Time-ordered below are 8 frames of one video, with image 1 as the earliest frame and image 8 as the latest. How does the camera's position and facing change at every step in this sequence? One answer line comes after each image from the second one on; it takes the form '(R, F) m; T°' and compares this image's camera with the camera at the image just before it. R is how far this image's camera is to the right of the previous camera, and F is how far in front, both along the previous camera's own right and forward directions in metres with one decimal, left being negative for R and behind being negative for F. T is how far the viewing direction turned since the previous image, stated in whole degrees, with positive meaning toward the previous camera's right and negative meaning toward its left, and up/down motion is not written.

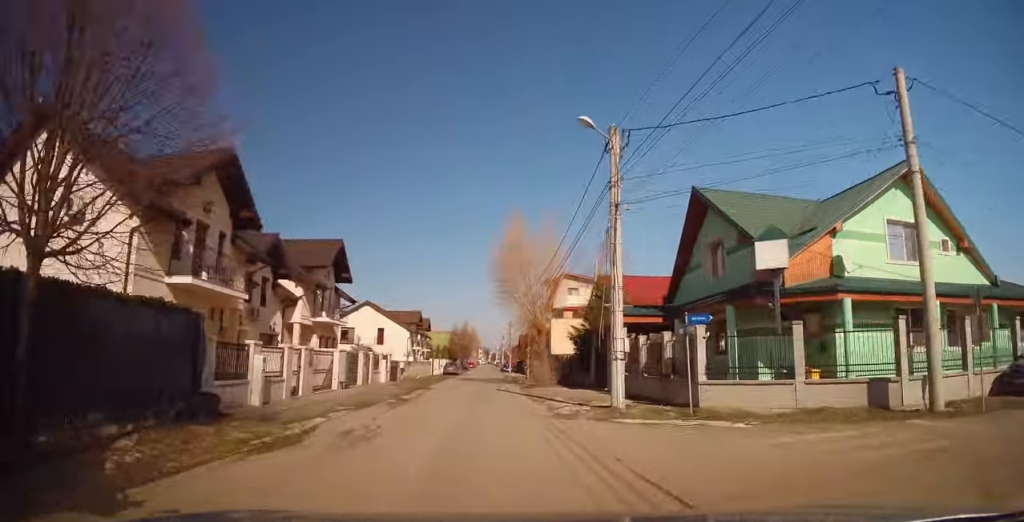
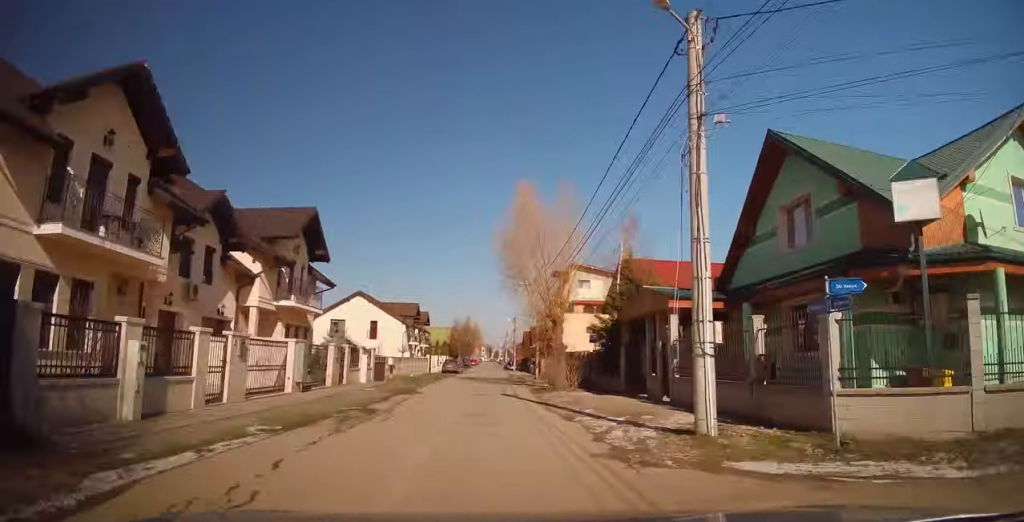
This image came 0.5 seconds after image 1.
(-0.1, +5.7) m; -1°
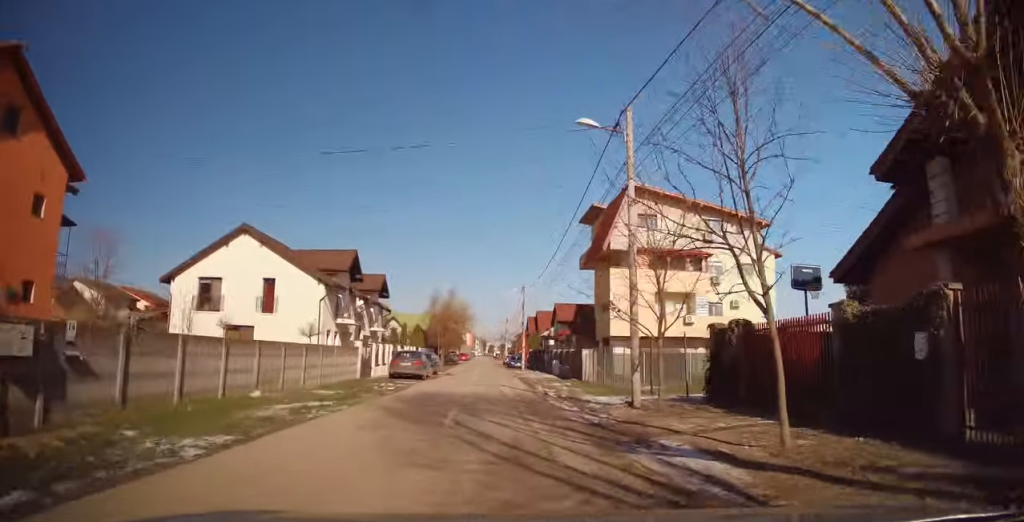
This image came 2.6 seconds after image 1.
(-0.2, +27.7) m; 0°
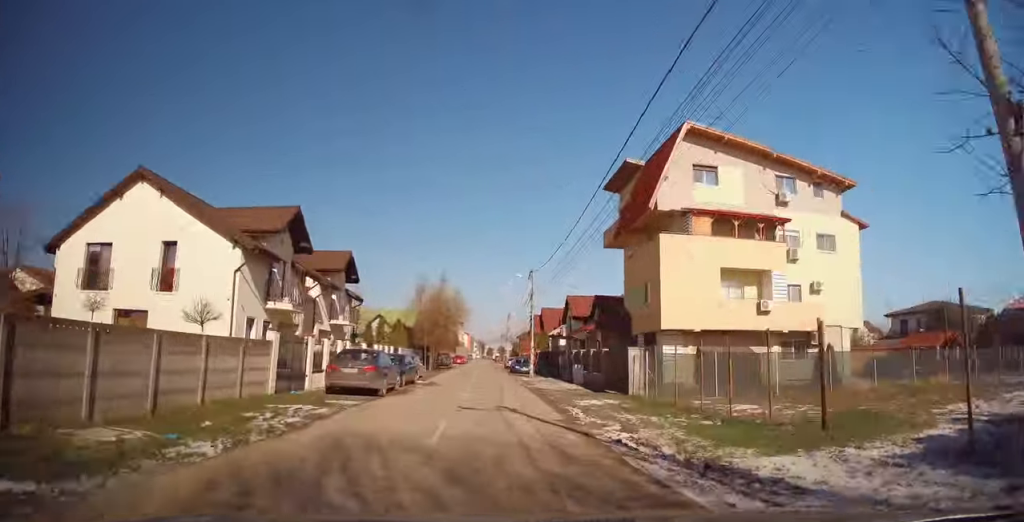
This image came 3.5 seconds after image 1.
(0.0, +11.2) m; 0°
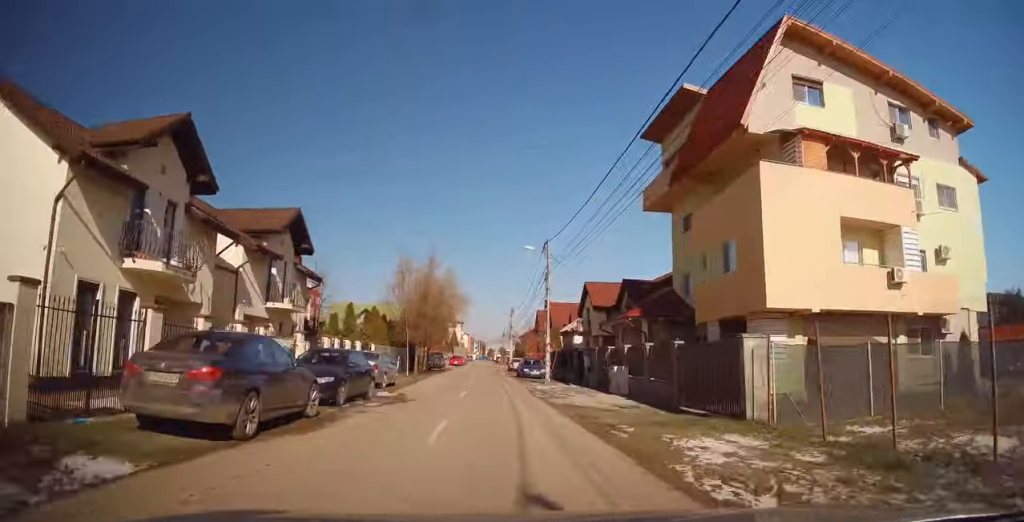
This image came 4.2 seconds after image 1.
(0.0, +10.0) m; 0°
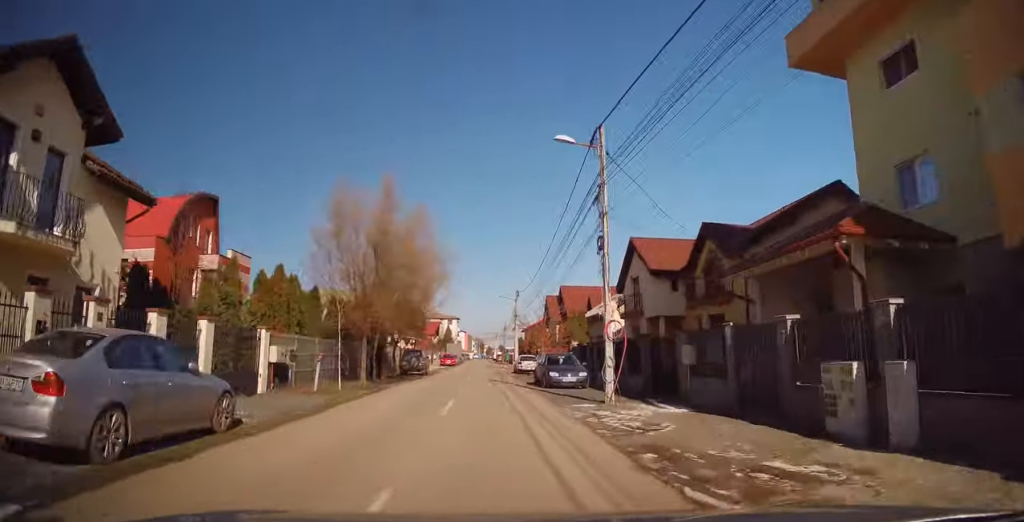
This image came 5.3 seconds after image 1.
(+0.2, +15.2) m; +1°
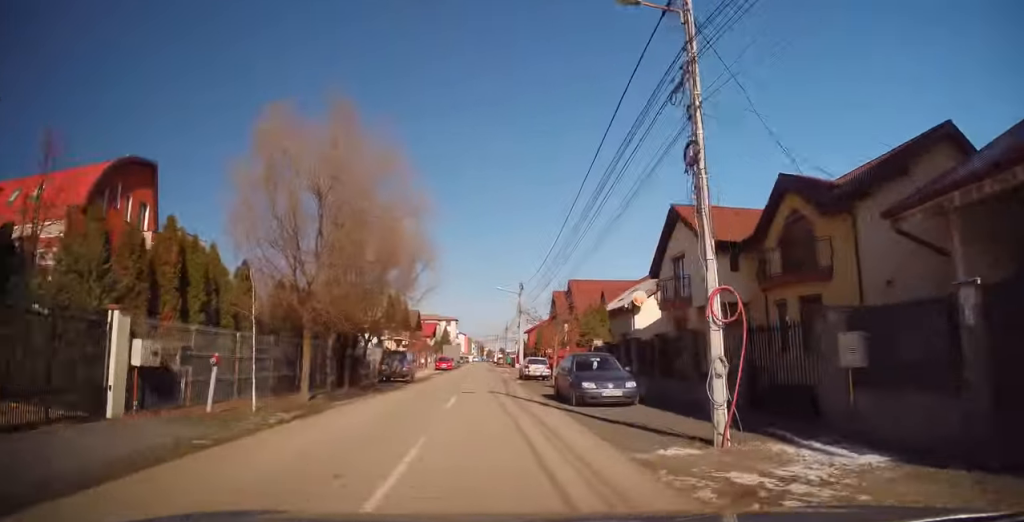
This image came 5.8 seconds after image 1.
(+0.2, +7.0) m; 0°
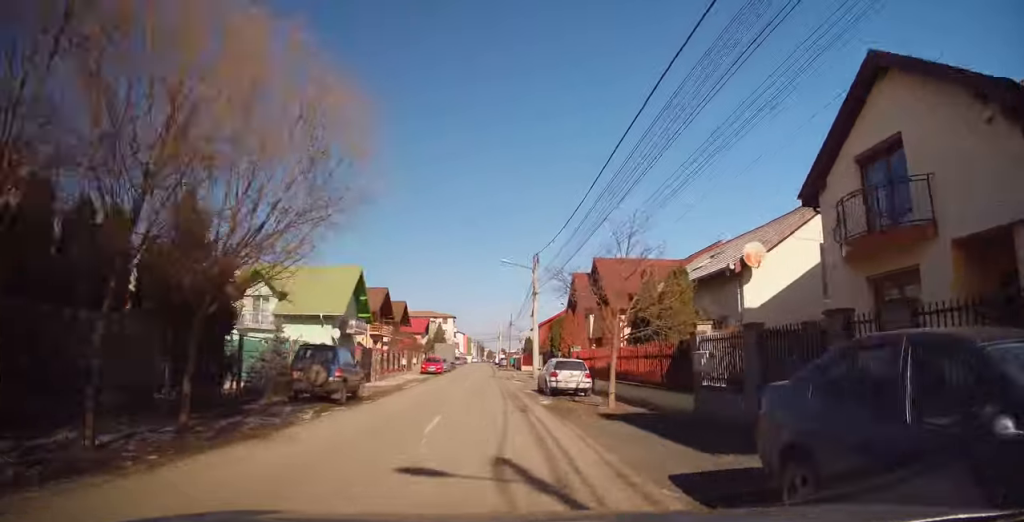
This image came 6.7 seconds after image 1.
(-0.3, +13.1) m; -1°
